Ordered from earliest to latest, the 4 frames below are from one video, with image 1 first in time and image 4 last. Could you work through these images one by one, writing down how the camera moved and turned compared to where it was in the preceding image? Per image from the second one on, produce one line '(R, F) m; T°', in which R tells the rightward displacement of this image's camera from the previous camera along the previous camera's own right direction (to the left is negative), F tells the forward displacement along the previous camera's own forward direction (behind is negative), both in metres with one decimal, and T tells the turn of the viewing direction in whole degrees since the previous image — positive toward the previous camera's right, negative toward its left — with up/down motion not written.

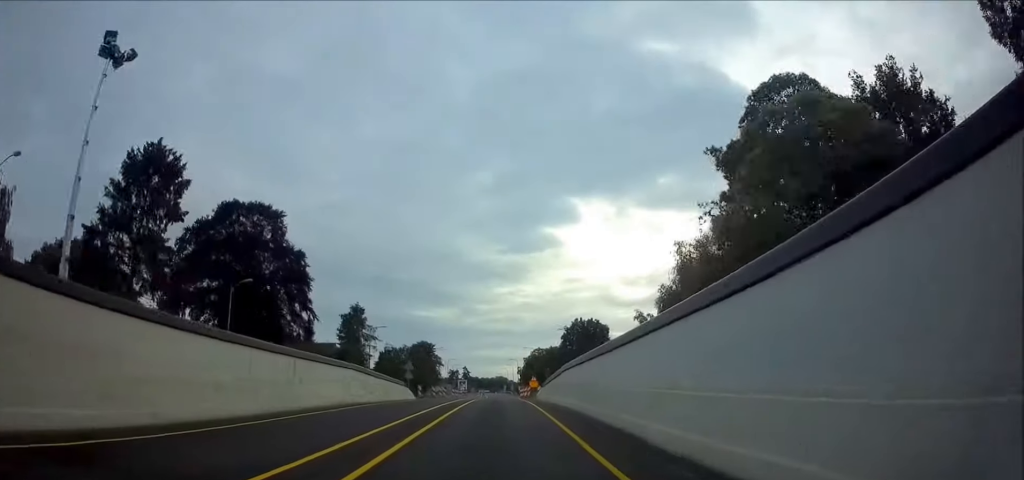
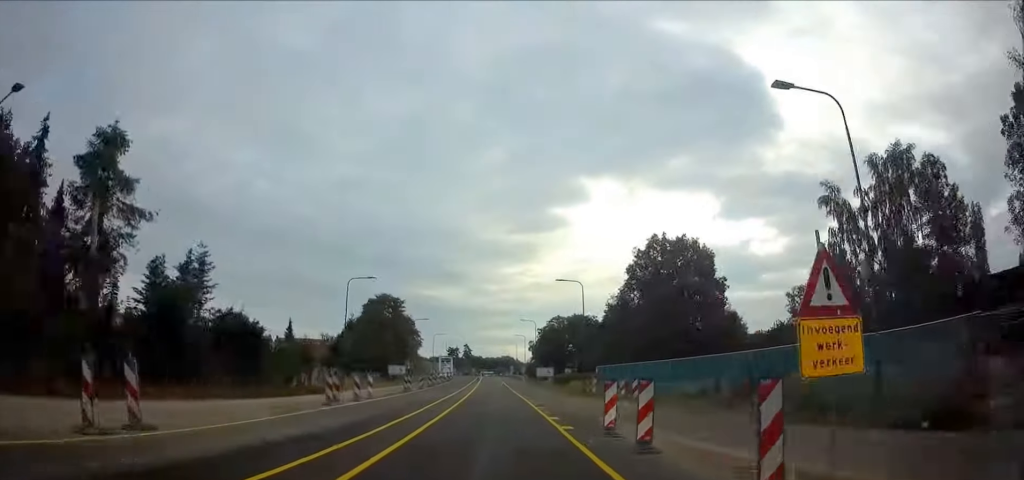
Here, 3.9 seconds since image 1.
(-1.8, +58.7) m; -3°
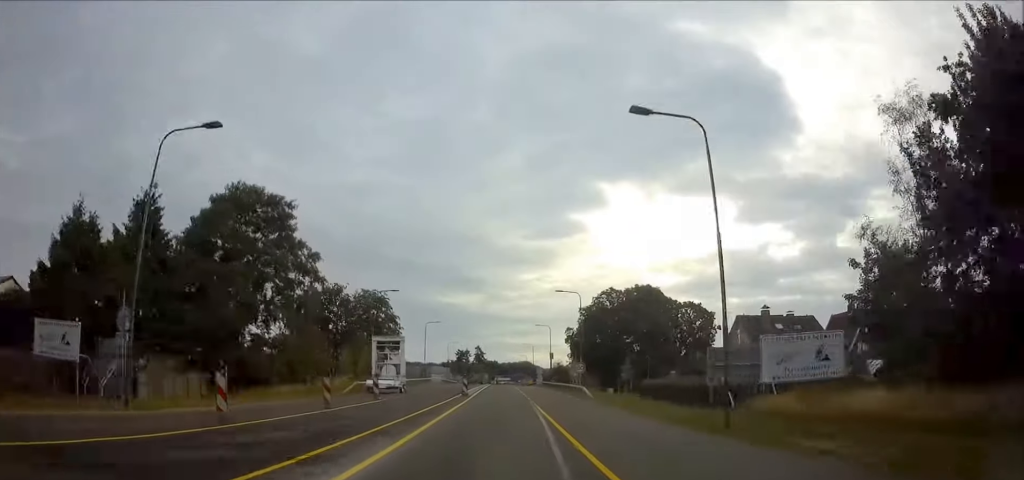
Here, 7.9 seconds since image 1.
(-0.7, +63.3) m; 0°
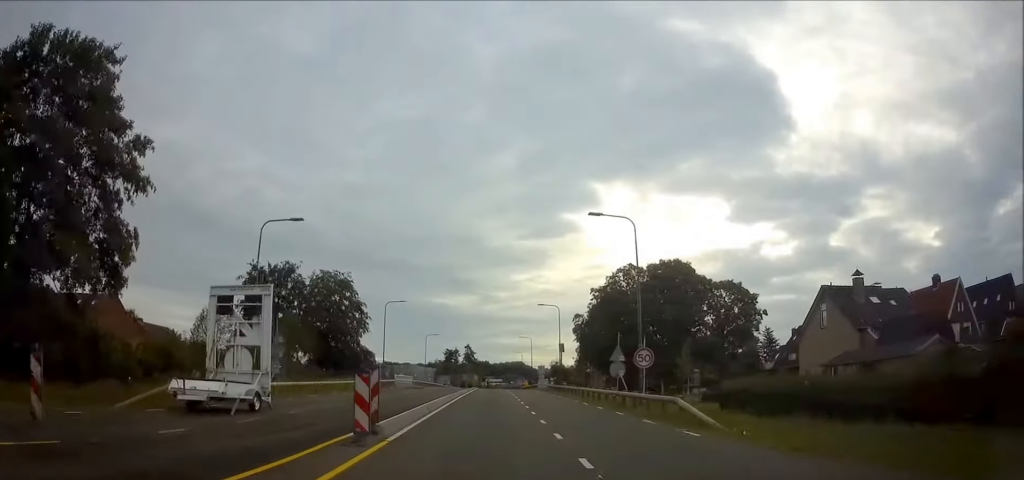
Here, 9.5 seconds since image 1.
(+0.1, +23.9) m; +1°
